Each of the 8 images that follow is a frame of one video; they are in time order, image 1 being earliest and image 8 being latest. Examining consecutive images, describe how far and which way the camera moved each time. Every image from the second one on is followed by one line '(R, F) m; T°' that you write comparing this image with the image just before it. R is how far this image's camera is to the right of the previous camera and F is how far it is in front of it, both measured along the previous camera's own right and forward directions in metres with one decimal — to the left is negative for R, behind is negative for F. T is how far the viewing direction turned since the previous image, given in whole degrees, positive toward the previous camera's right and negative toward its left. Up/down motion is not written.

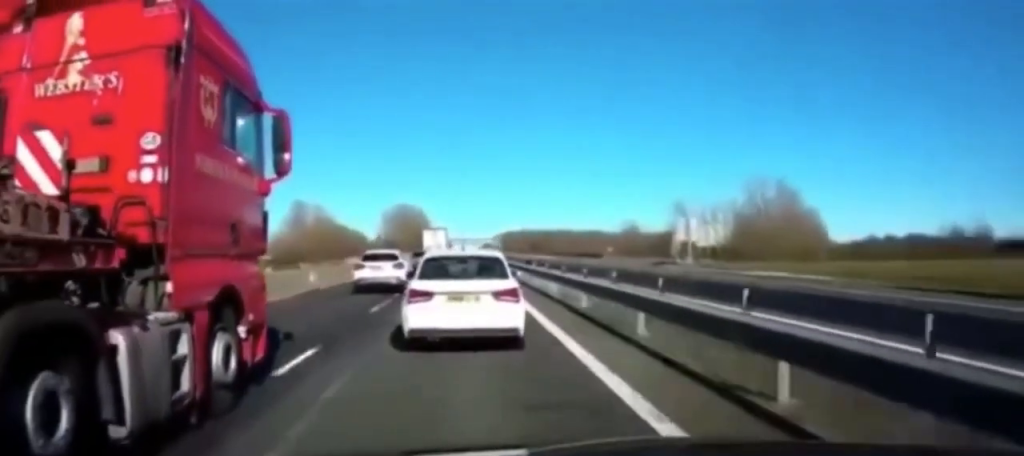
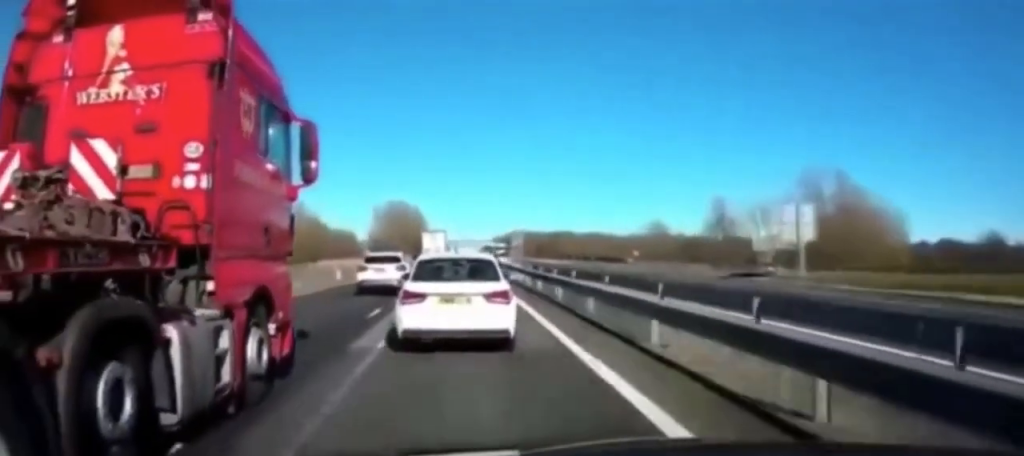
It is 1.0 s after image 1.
(-0.1, +20.3) m; 0°
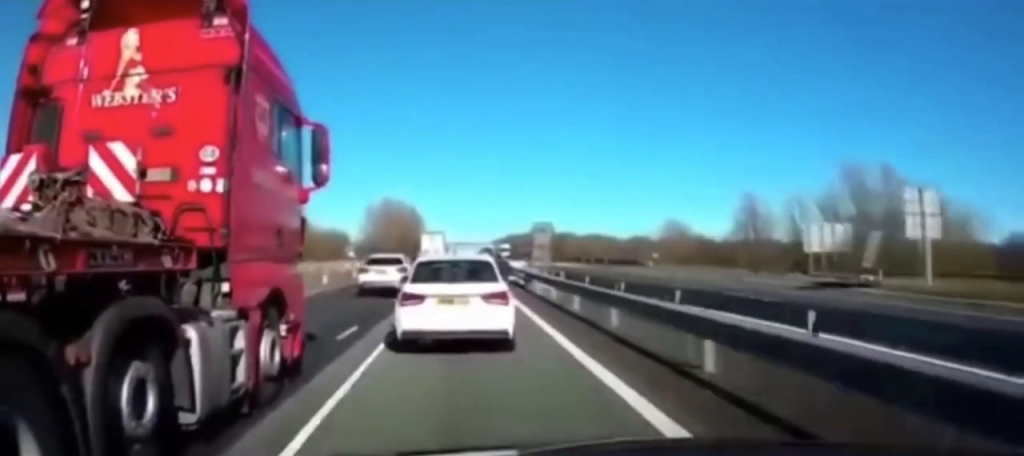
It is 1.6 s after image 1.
(-0.1, +12.2) m; 0°
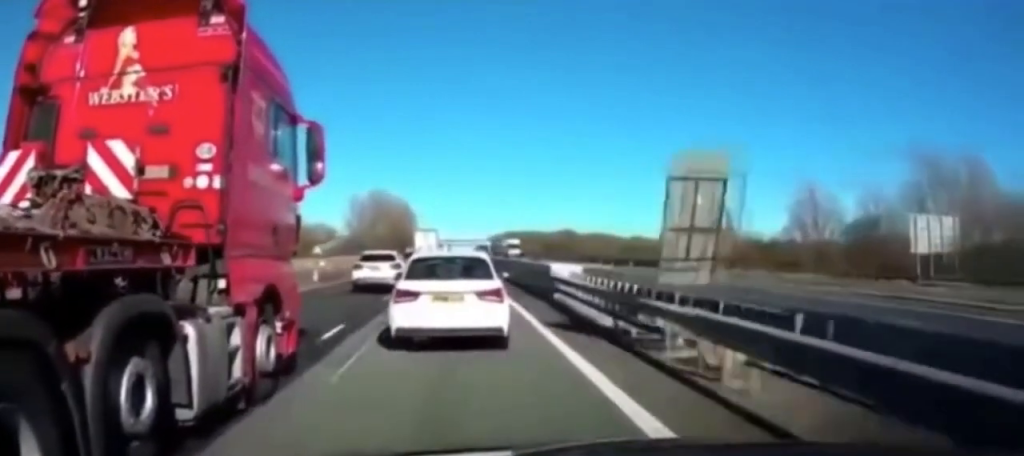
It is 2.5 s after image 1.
(+0.2, +18.3) m; 0°
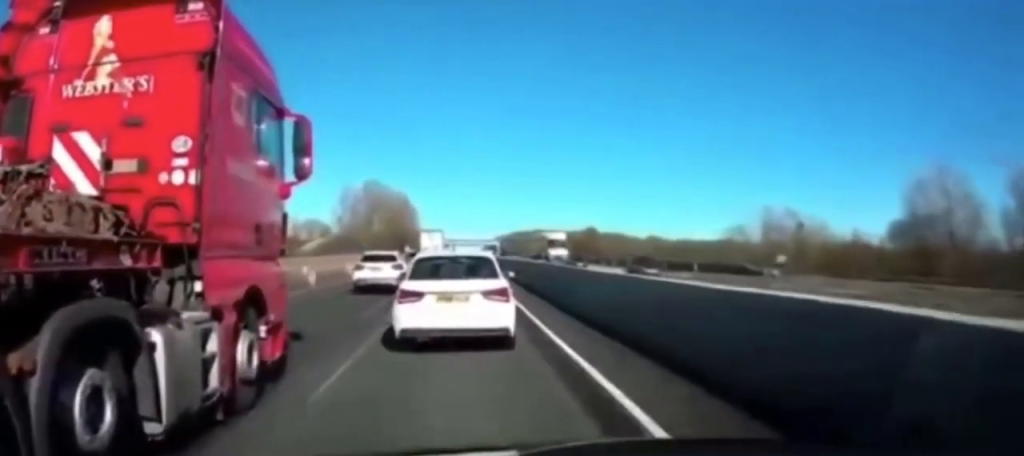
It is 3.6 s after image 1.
(-0.2, +21.9) m; -1°
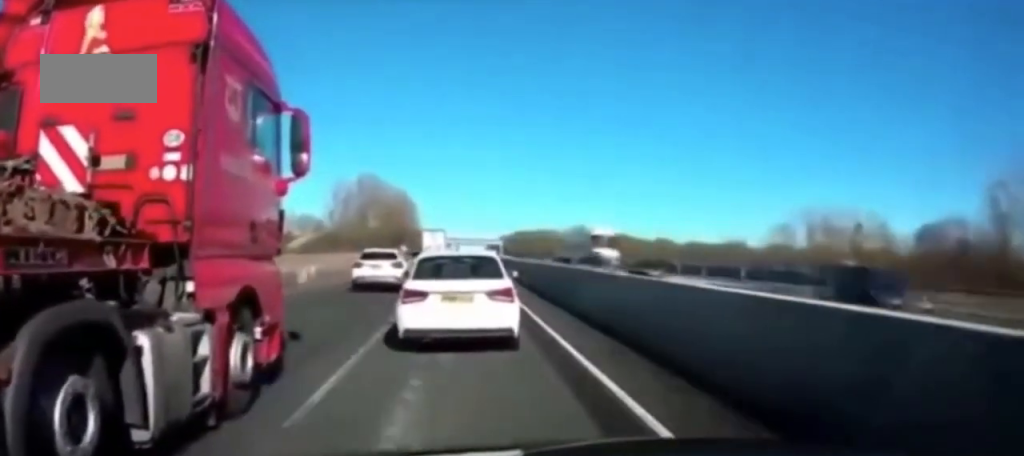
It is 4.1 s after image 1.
(0.0, +11.7) m; 0°
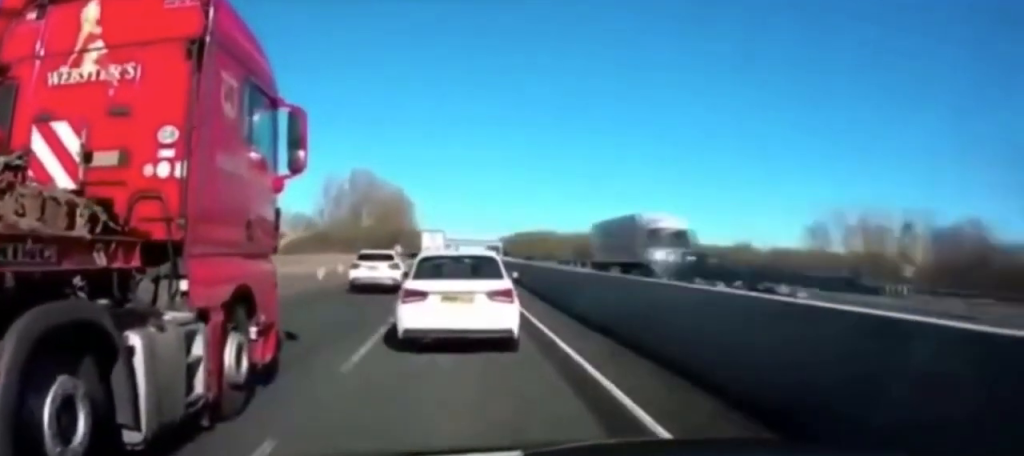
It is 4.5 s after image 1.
(0.0, +8.3) m; 0°
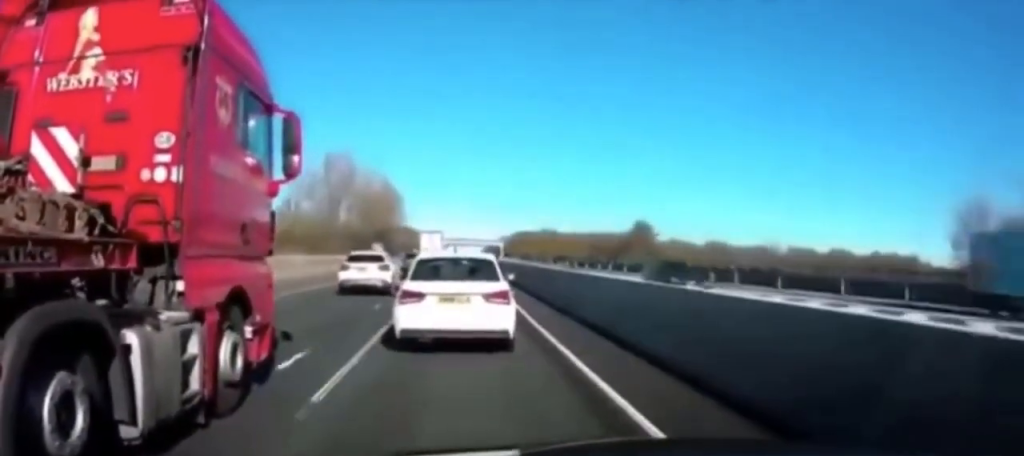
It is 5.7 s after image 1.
(+0.2, +23.9) m; 0°
